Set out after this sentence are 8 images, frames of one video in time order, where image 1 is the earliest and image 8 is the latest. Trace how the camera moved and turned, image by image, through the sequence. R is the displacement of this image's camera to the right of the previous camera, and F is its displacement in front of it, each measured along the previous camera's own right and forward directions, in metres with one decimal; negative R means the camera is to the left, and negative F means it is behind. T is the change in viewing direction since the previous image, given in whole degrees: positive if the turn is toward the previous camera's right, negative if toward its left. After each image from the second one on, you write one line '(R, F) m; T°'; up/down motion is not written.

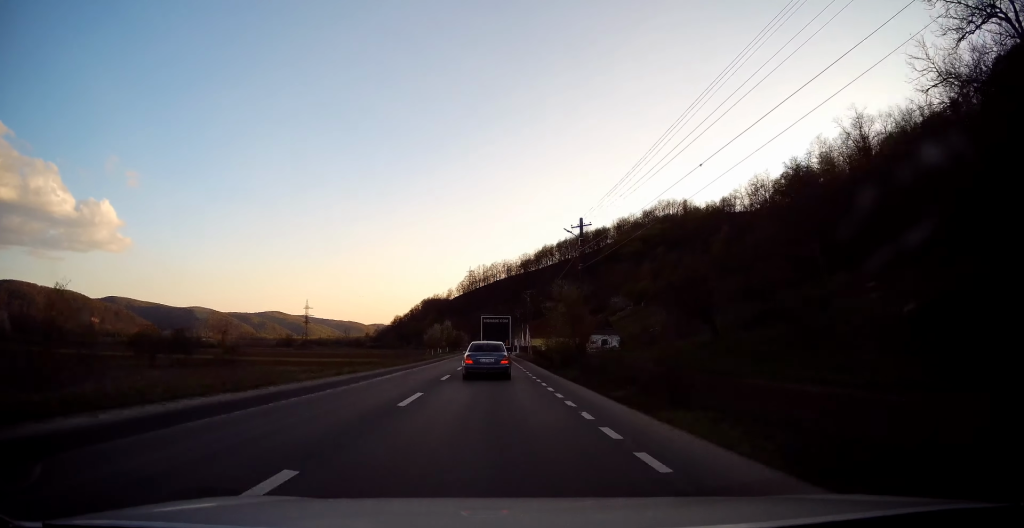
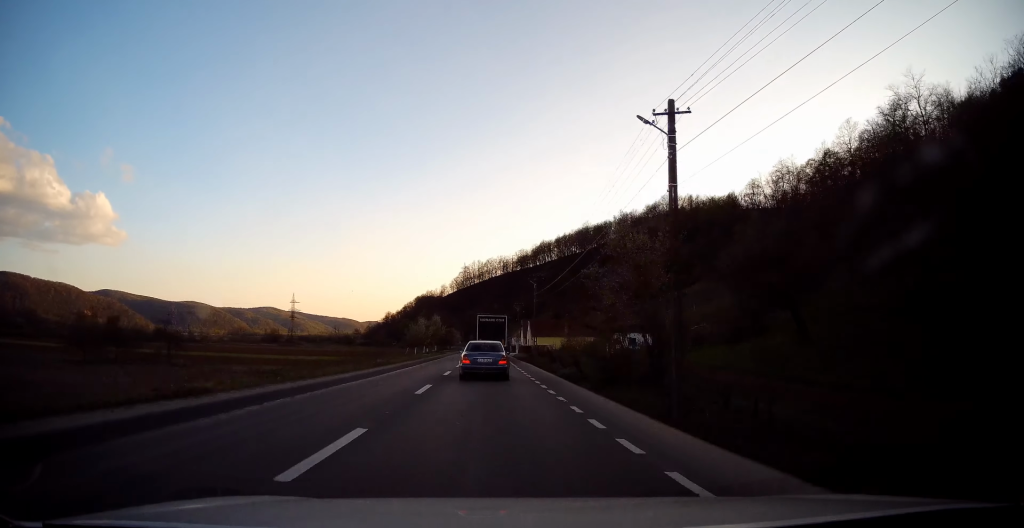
(+0.2, +15.0) m; 0°
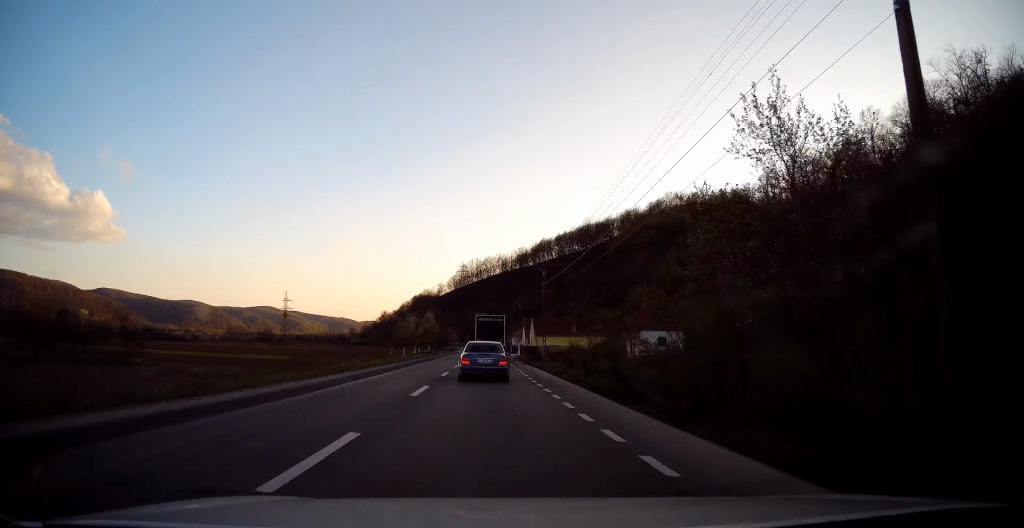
(0.0, +9.2) m; 0°
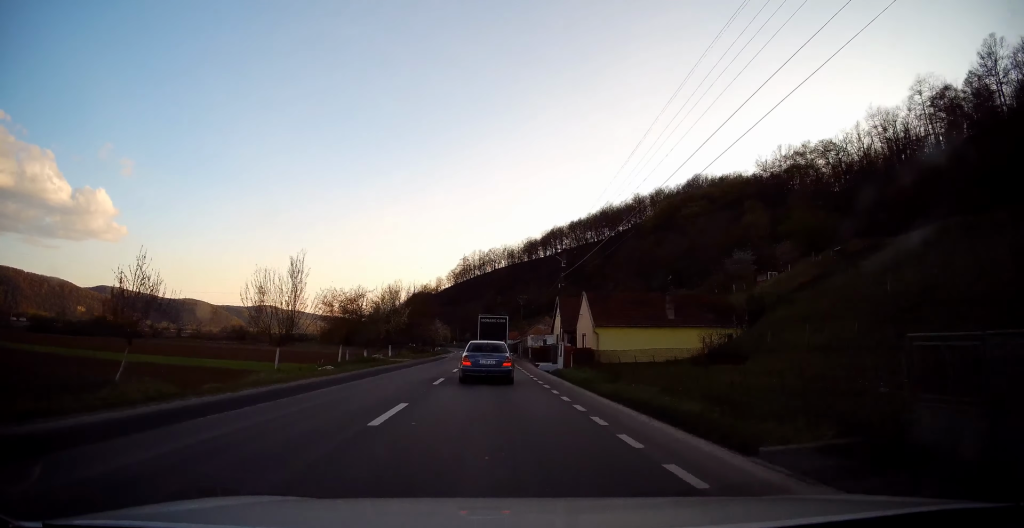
(+0.2, +40.8) m; +1°
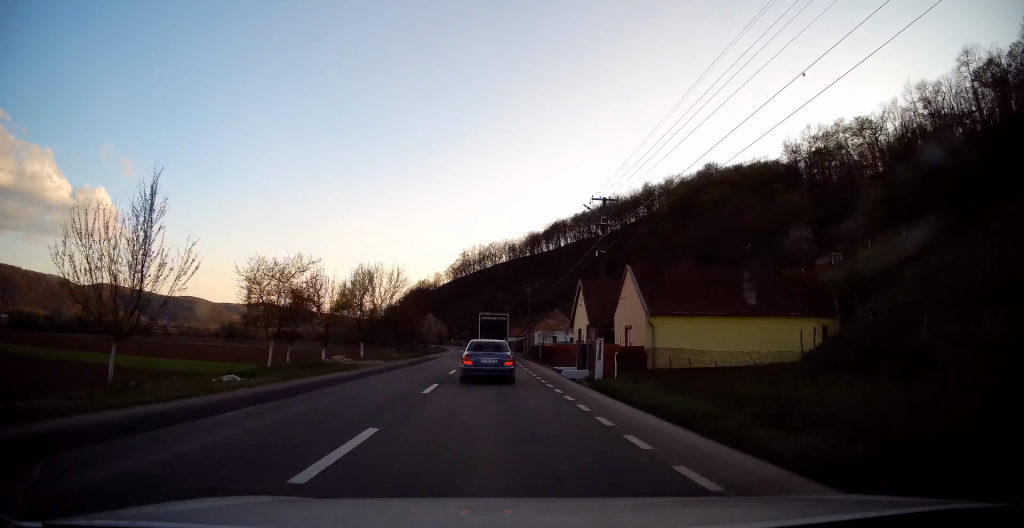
(0.0, +12.4) m; 0°
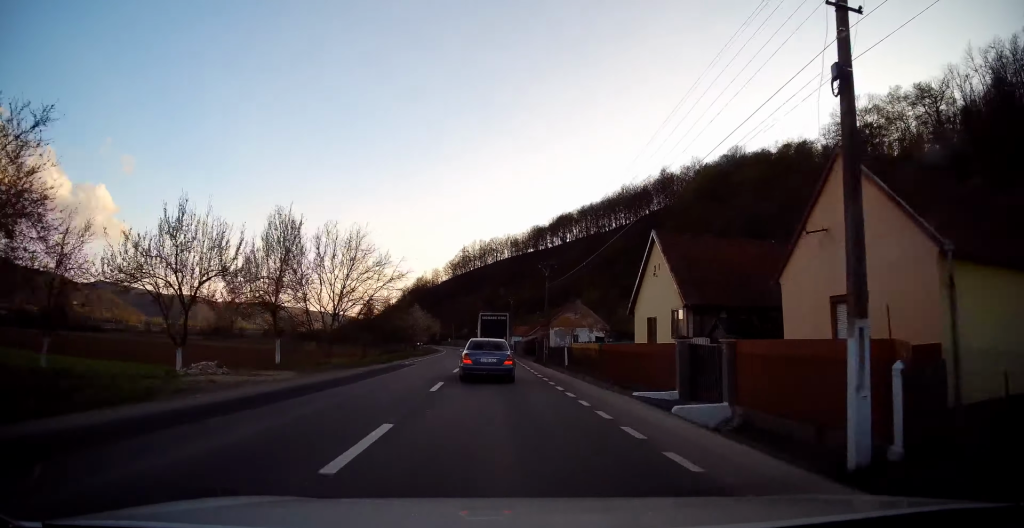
(-0.1, +17.6) m; 0°
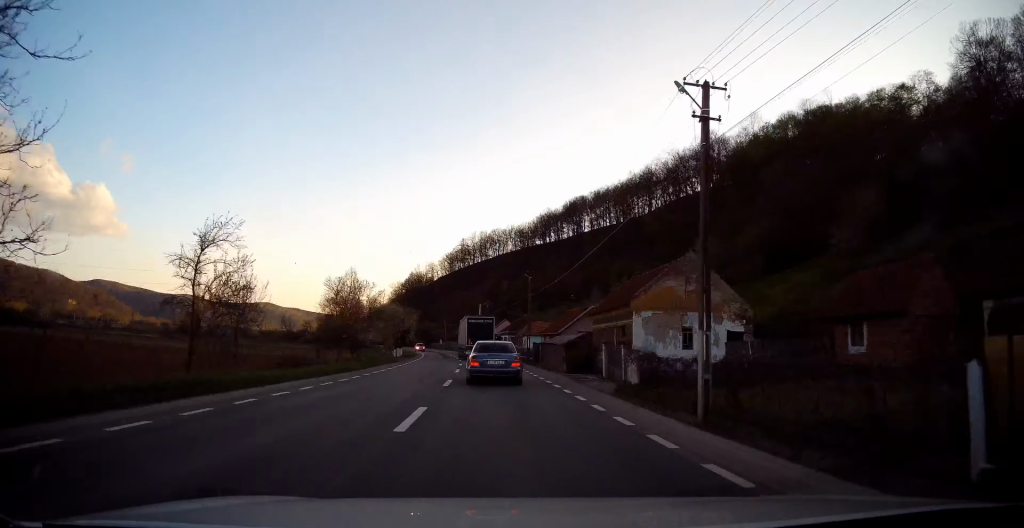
(-0.4, +33.2) m; -1°
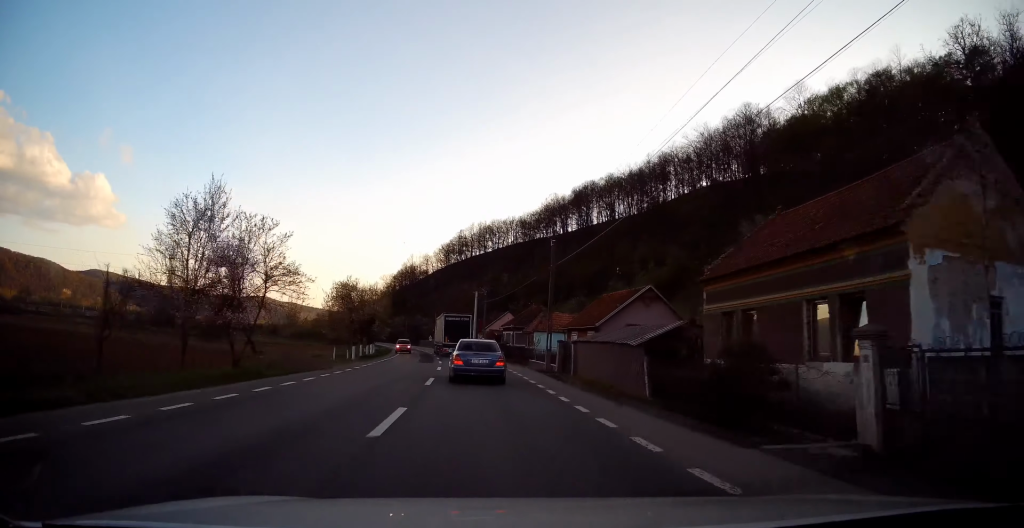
(0.0, +19.0) m; +1°
